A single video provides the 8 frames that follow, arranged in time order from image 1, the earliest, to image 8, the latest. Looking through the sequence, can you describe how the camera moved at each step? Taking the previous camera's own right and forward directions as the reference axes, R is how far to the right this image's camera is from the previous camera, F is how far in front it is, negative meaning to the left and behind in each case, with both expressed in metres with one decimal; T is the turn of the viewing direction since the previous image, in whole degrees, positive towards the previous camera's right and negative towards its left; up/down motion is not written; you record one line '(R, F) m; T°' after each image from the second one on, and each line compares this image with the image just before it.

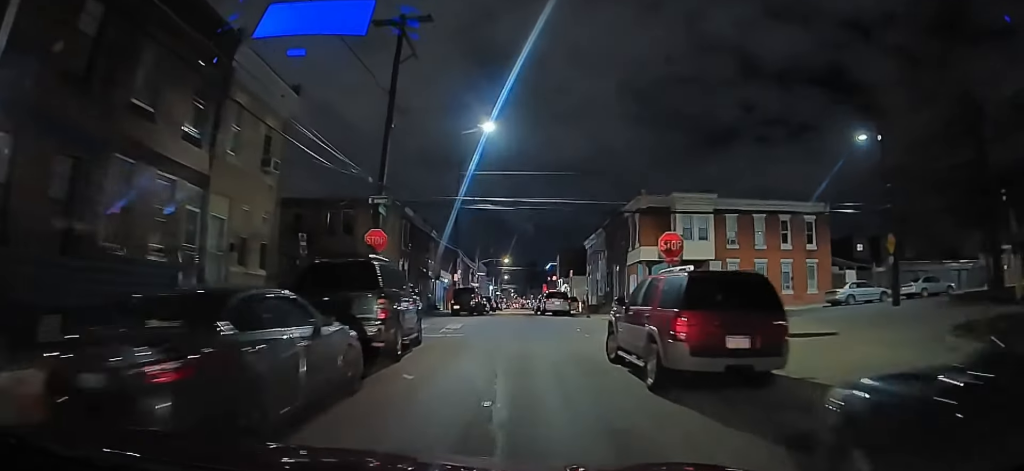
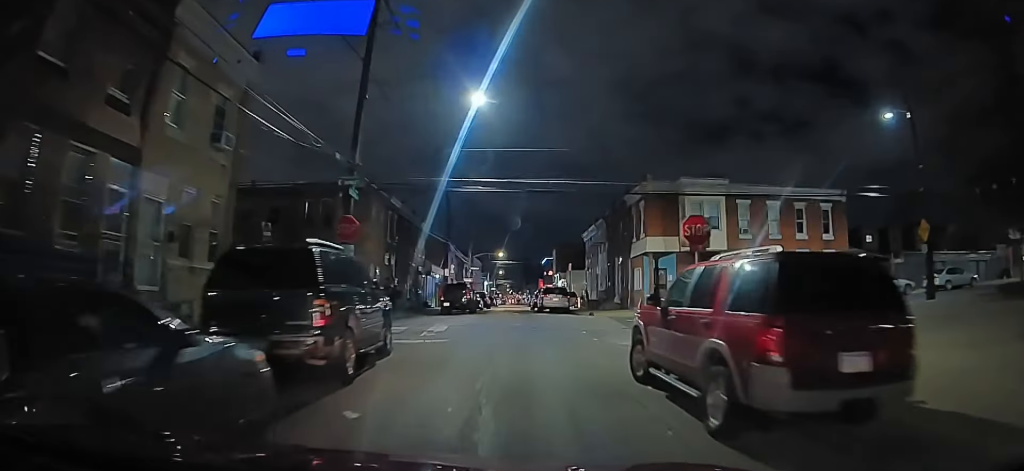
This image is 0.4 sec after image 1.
(+0.2, +2.4) m; -1°
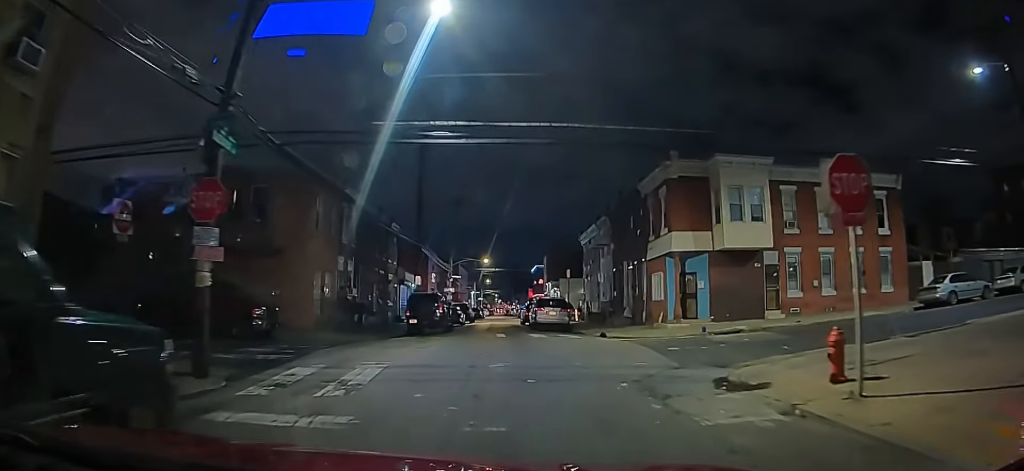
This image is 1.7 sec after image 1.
(-0.3, +6.0) m; -7°
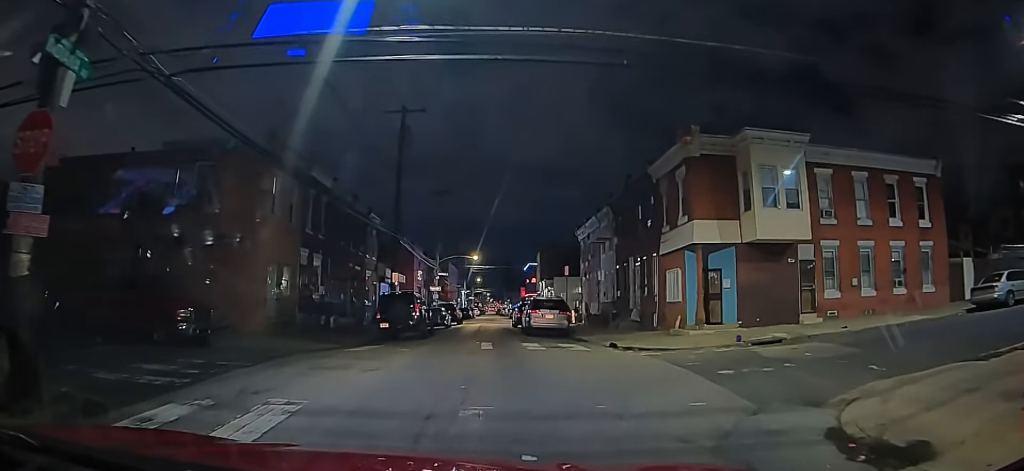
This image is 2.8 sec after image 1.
(0.0, +2.7) m; +5°
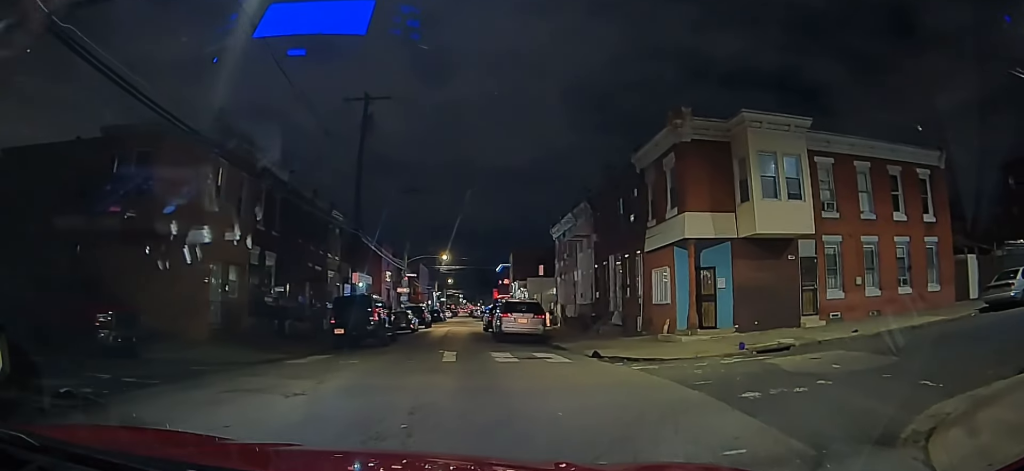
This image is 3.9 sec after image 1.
(+0.3, +2.2) m; +14°
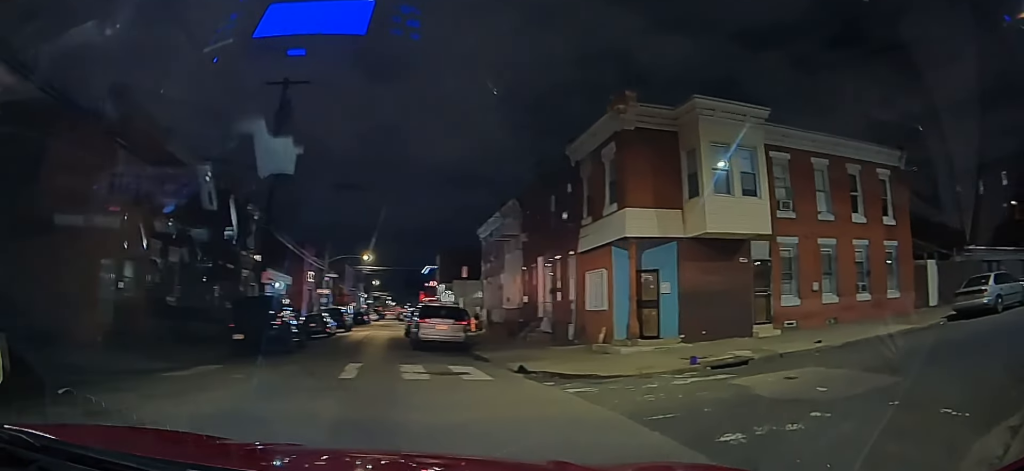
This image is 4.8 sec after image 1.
(+0.1, +2.2) m; +11°
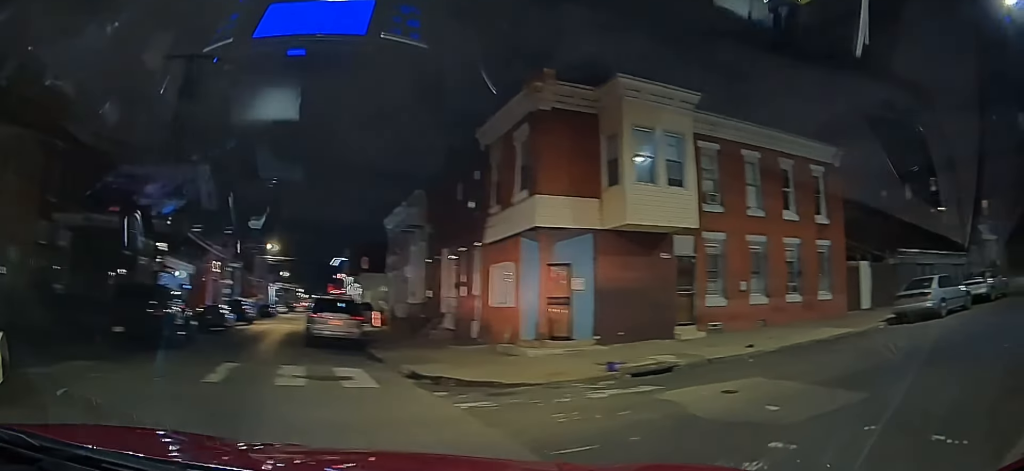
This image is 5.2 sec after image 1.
(+0.2, +1.6) m; +13°
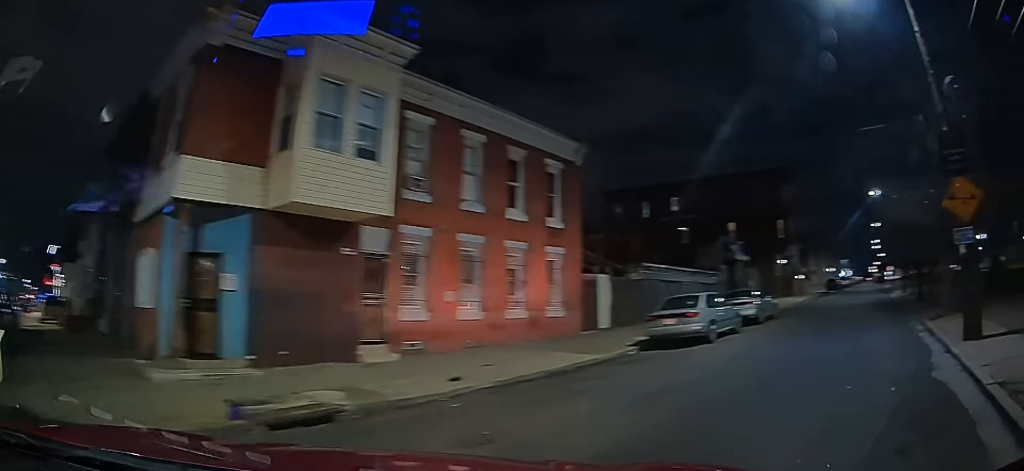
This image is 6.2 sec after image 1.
(+0.9, +3.7) m; +26°
